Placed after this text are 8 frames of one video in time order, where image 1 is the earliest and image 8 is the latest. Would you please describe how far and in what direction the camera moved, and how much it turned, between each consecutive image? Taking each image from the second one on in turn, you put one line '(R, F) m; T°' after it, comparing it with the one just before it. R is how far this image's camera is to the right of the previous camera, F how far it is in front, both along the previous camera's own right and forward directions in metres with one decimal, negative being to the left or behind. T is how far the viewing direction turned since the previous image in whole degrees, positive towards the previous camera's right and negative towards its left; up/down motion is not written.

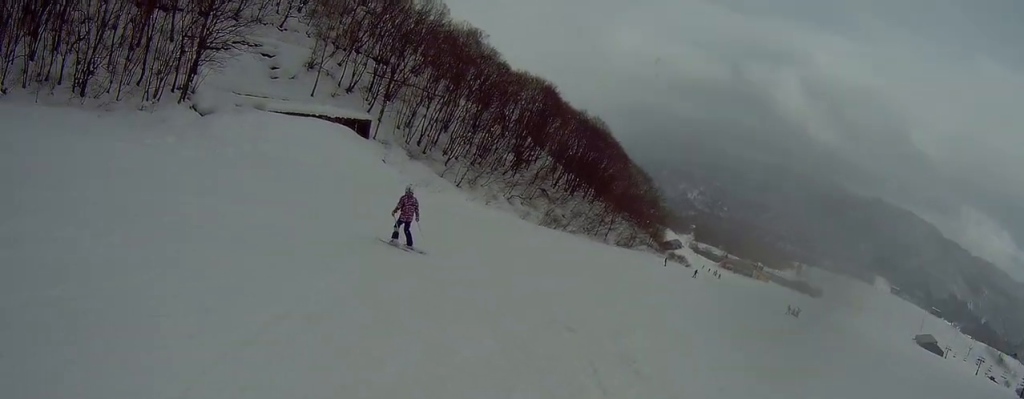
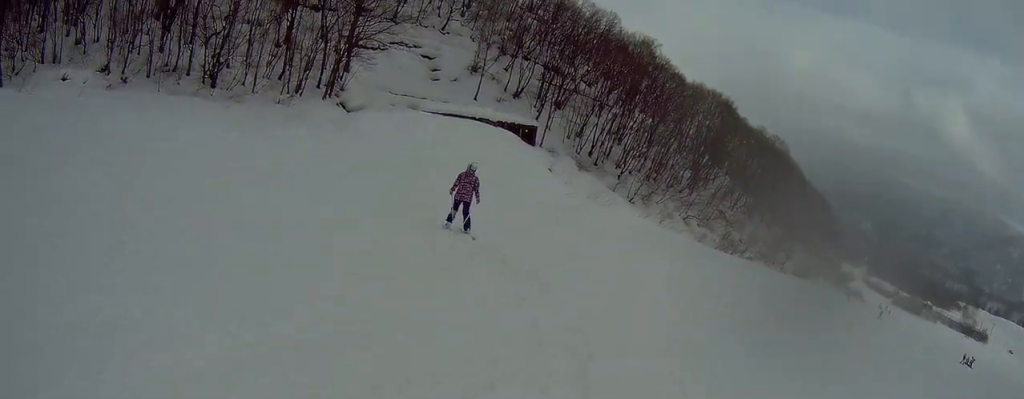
(-0.2, +3.6) m; -15°
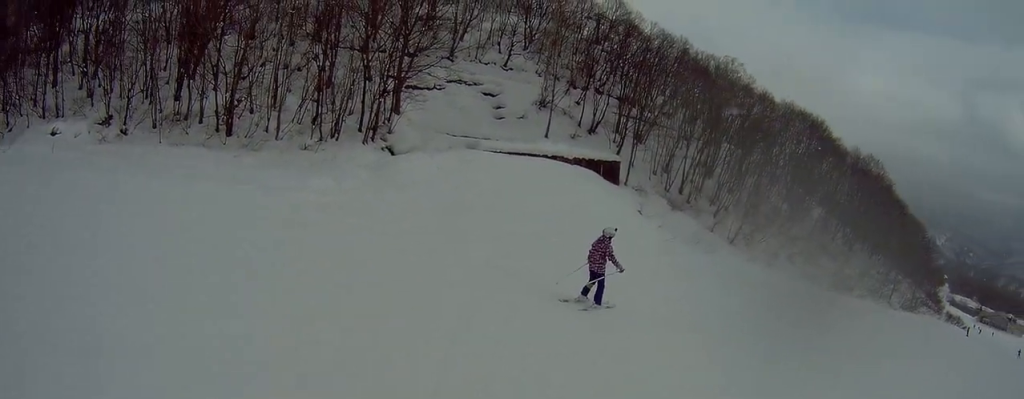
(-1.6, +6.4) m; -20°
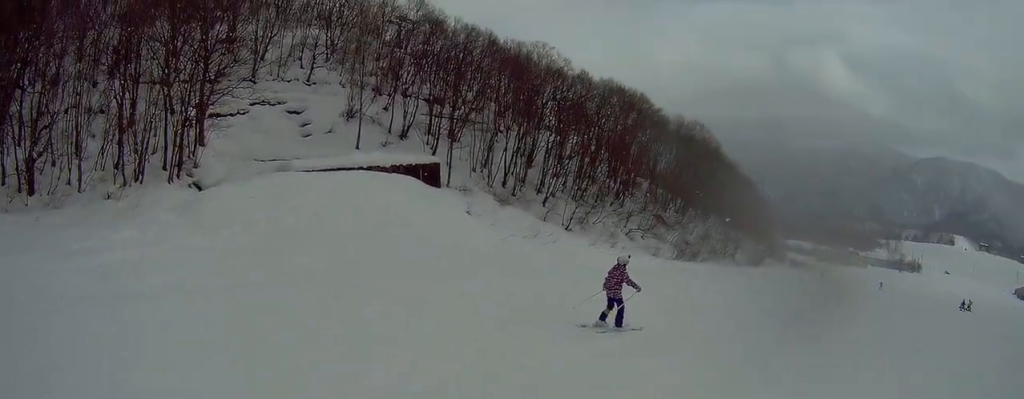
(0.0, +2.9) m; +1°
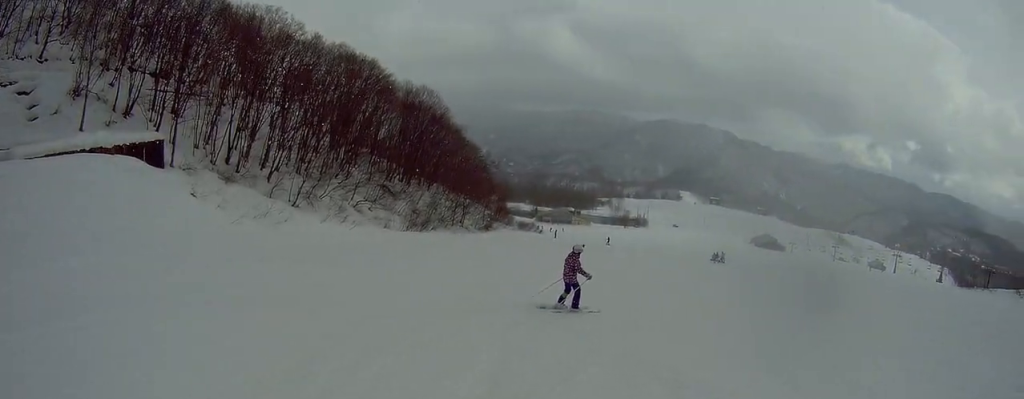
(0.0, +3.3) m; +16°
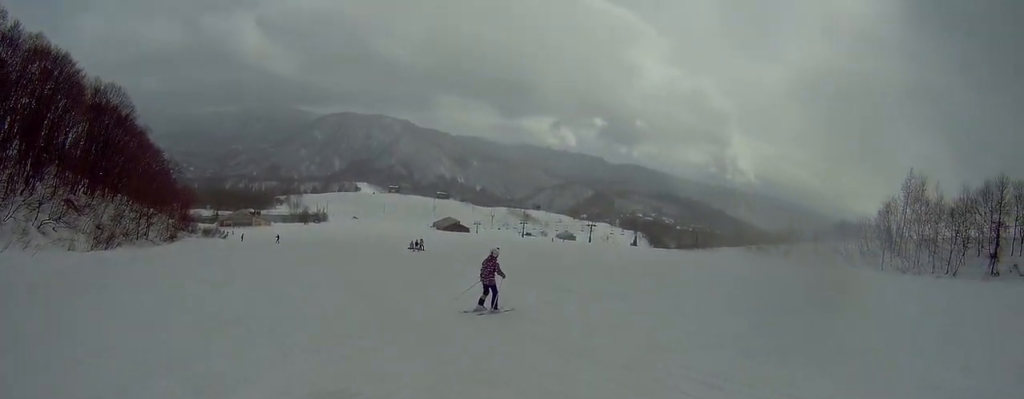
(+1.3, +4.9) m; +35°
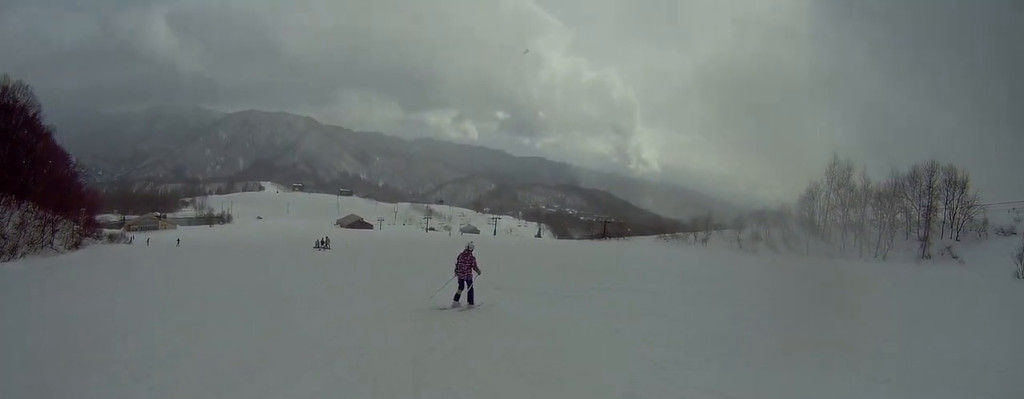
(+0.3, +2.0) m; +10°
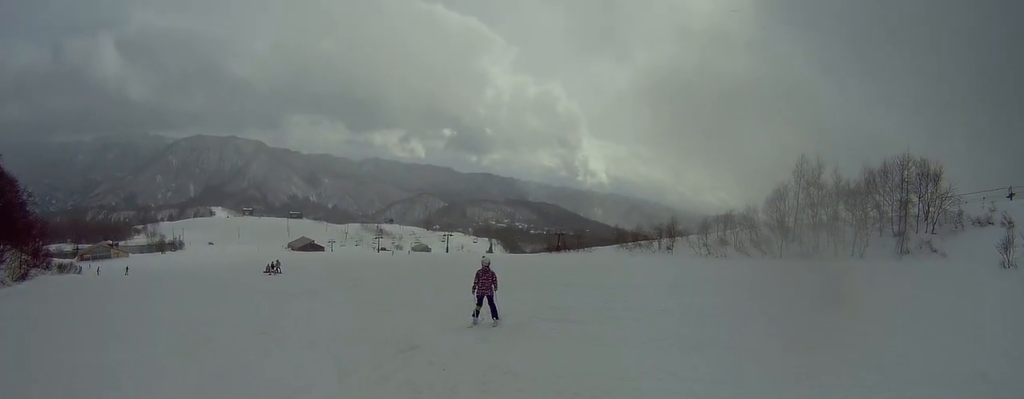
(+0.9, +2.7) m; +9°
